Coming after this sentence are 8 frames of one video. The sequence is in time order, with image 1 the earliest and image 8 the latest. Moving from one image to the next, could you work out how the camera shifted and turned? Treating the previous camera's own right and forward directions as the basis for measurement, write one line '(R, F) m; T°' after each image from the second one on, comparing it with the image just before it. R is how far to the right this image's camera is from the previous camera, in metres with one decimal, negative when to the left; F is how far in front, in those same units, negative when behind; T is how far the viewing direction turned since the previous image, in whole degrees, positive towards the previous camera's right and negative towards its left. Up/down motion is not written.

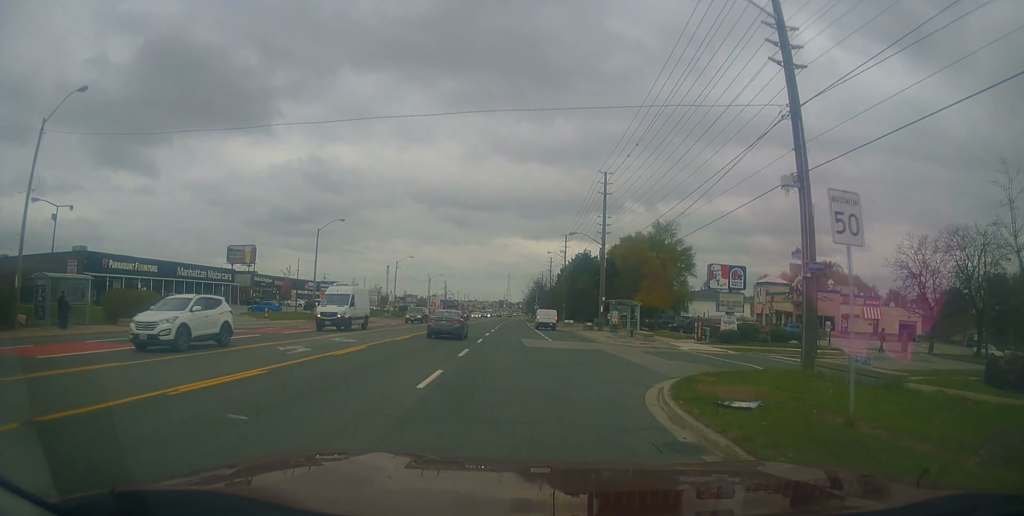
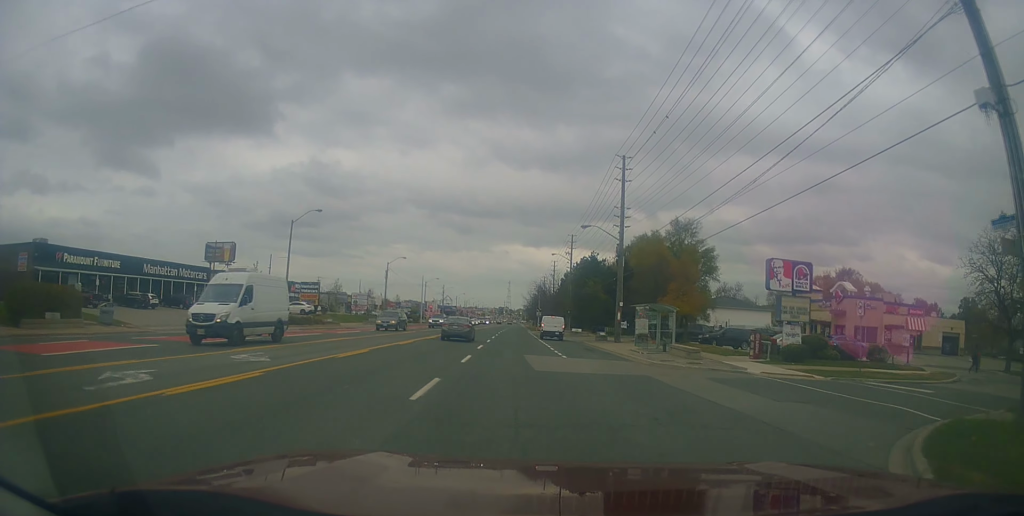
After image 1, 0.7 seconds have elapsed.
(+0.1, +8.9) m; +1°
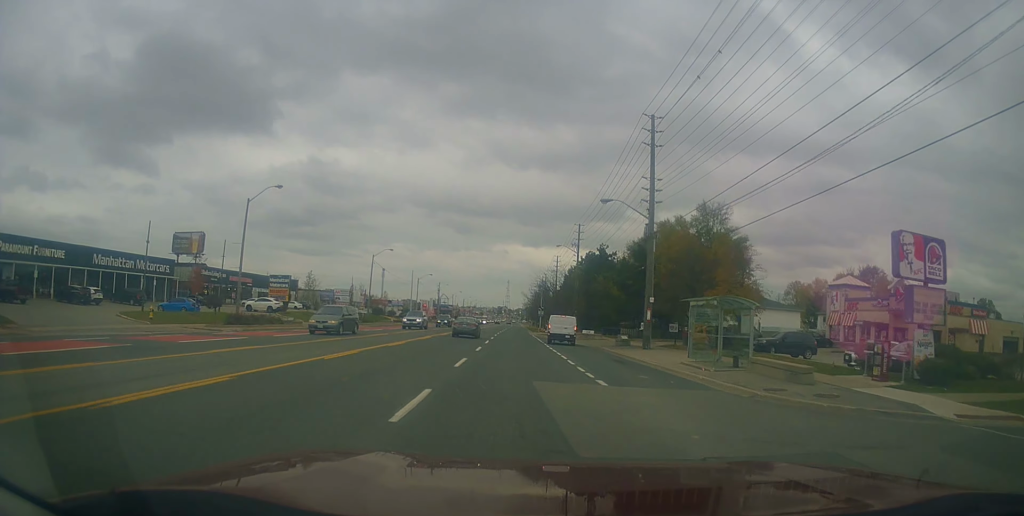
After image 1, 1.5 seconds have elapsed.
(+0.3, +10.7) m; +1°
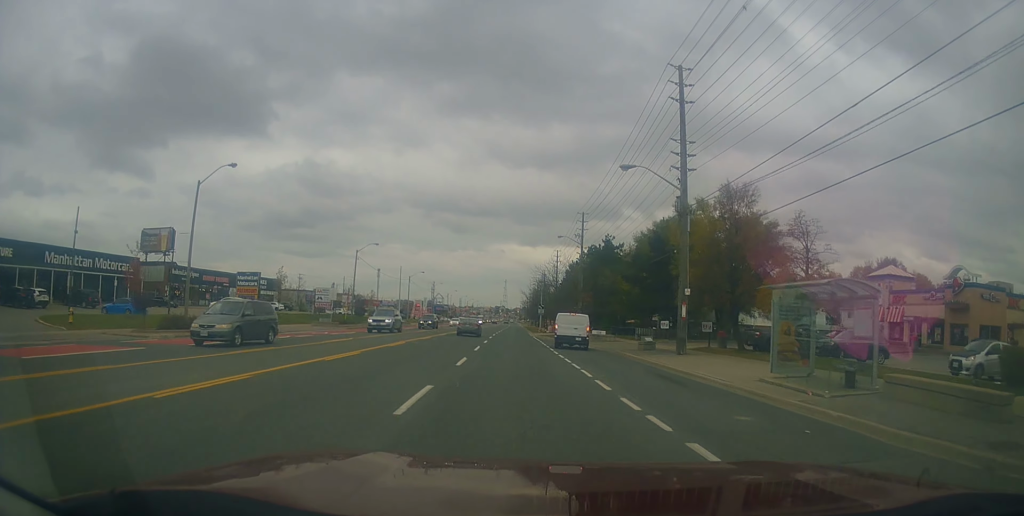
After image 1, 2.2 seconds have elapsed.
(0.0, +8.2) m; -2°
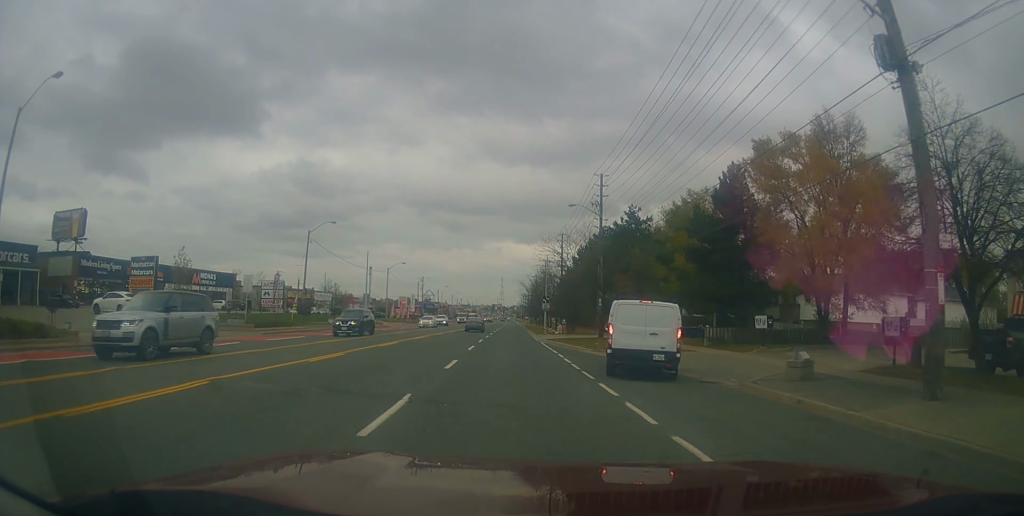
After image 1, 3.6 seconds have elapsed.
(-0.3, +19.1) m; +1°
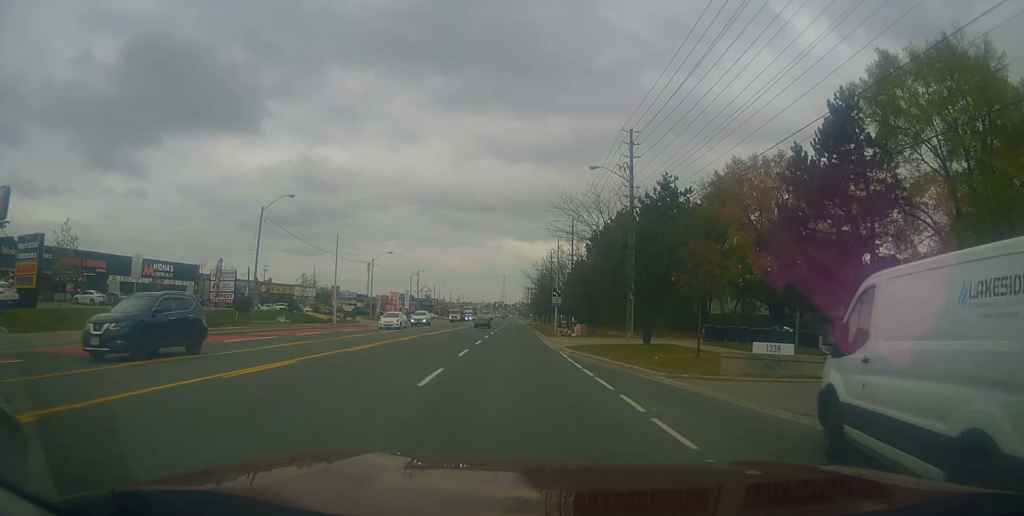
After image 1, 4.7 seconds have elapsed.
(+0.5, +13.8) m; +1°
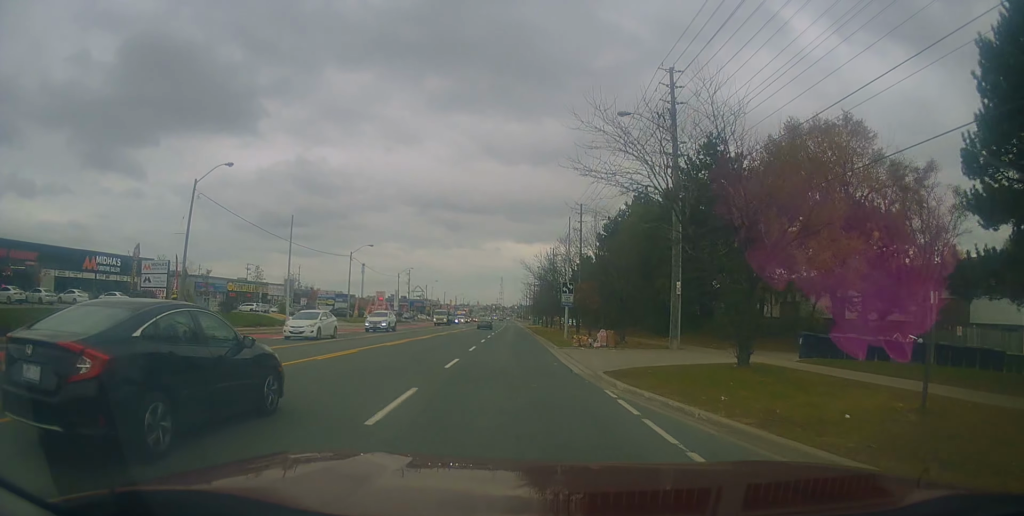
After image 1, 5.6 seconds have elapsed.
(-0.2, +12.5) m; -1°
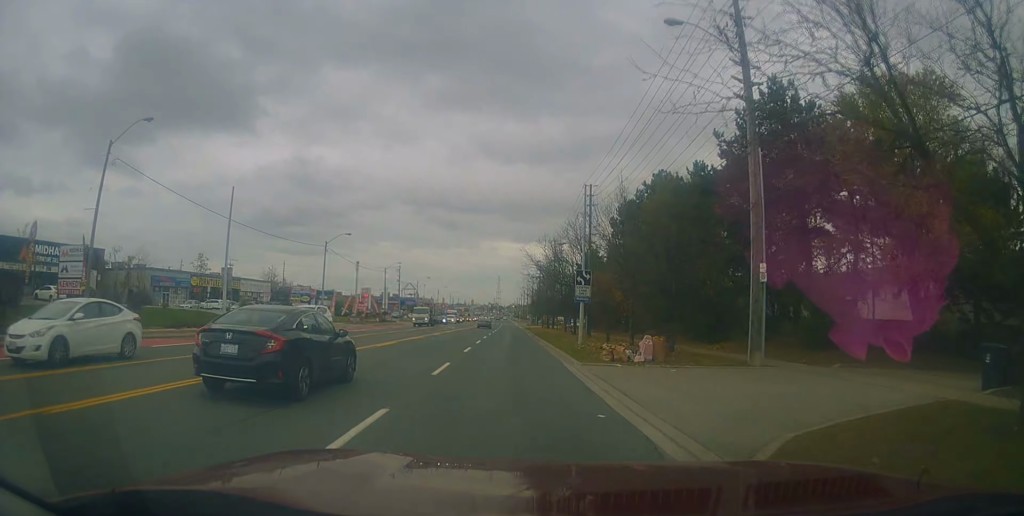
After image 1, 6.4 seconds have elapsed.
(-0.2, +10.8) m; 0°
